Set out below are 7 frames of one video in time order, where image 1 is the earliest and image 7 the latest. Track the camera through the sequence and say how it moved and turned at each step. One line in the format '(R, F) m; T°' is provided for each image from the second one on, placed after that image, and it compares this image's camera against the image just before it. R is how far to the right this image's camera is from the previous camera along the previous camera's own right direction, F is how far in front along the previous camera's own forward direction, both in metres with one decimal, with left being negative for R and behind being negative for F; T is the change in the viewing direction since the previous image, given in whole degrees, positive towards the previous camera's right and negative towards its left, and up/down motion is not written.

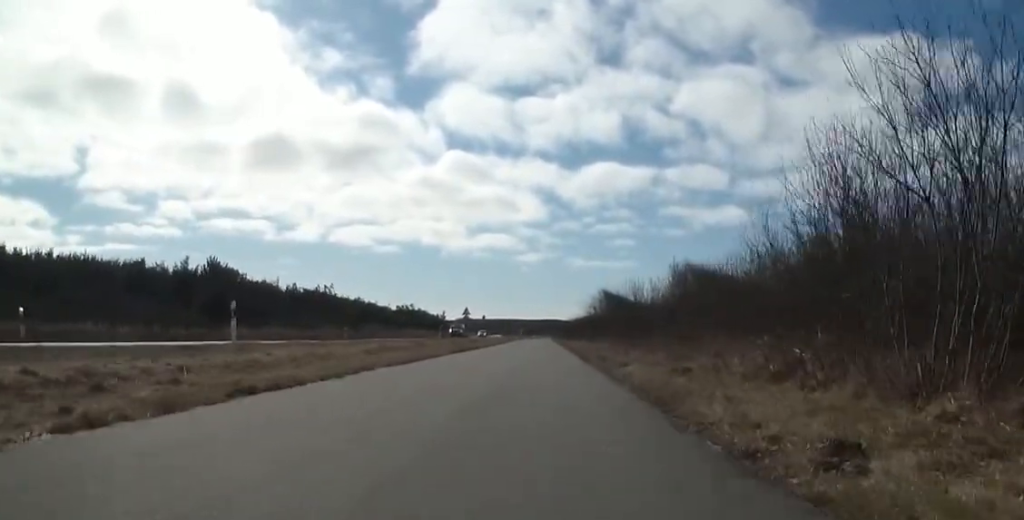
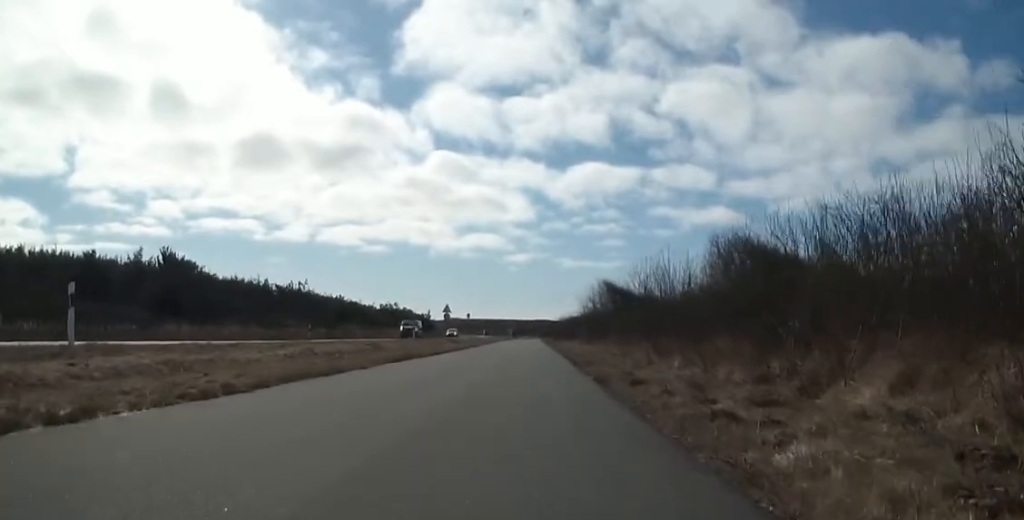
(+0.6, +7.6) m; +2°
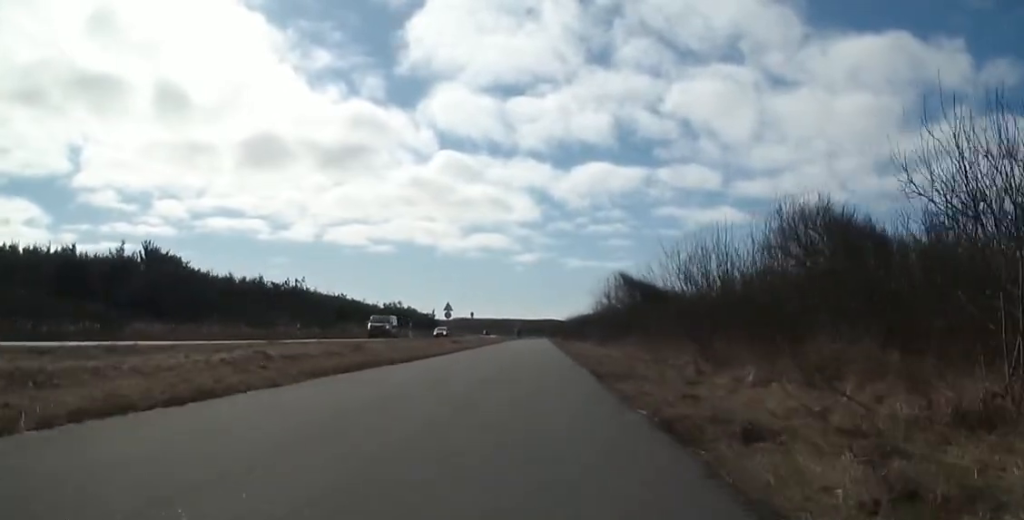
(-0.2, +4.5) m; 0°
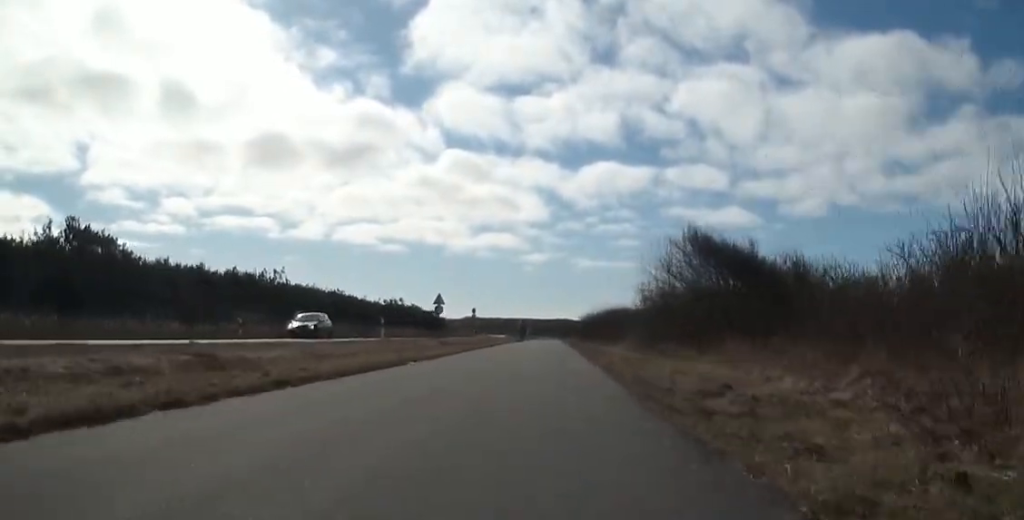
(-0.3, +13.2) m; -6°
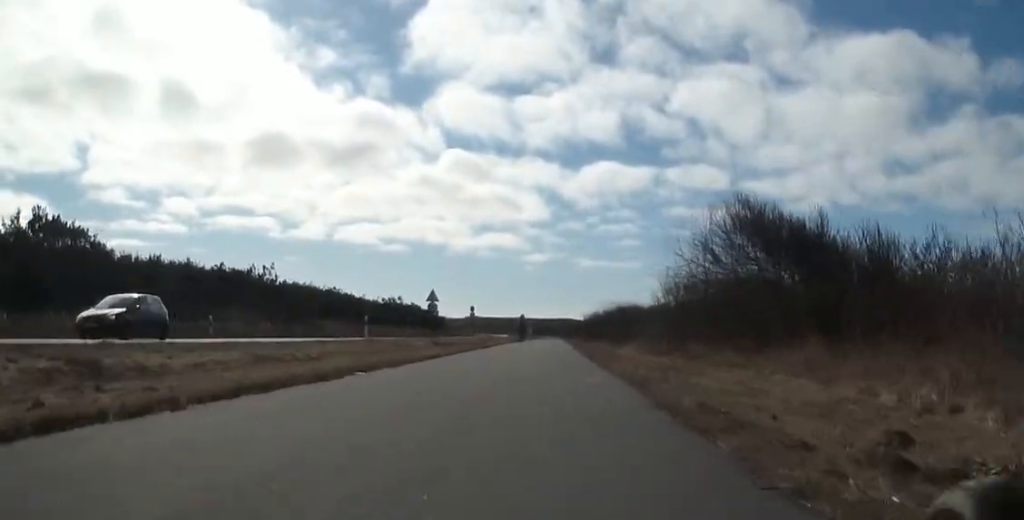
(-0.5, +4.4) m; -4°
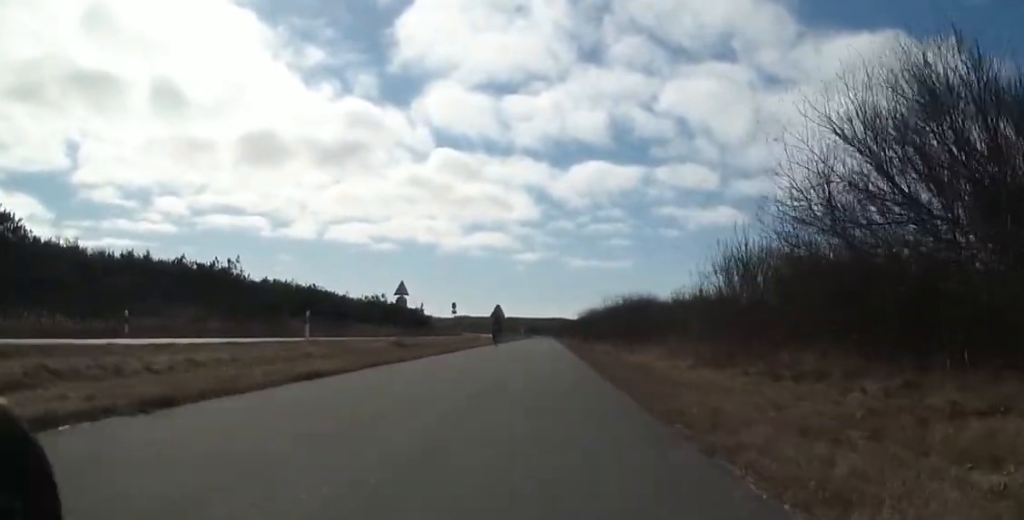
(+0.2, +7.7) m; +8°
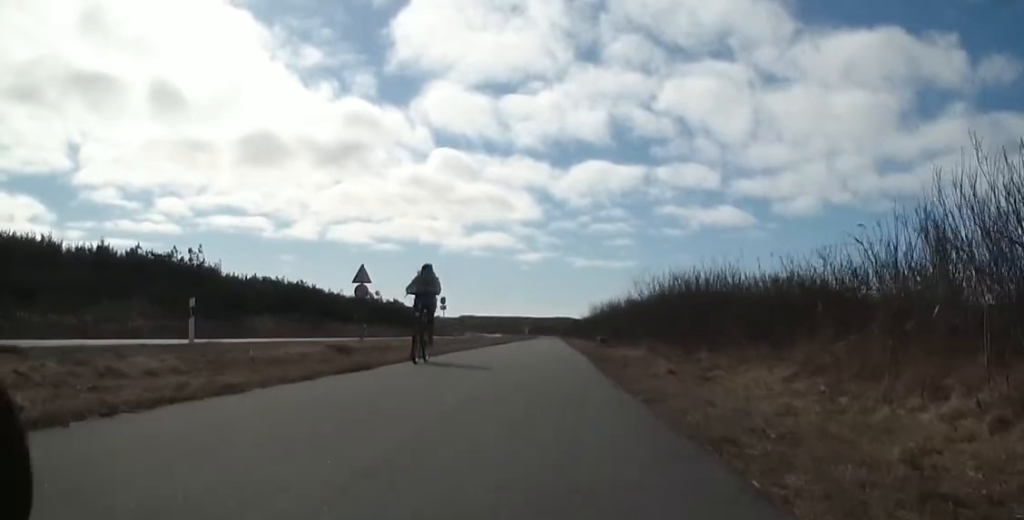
(+0.6, +9.8) m; -1°
